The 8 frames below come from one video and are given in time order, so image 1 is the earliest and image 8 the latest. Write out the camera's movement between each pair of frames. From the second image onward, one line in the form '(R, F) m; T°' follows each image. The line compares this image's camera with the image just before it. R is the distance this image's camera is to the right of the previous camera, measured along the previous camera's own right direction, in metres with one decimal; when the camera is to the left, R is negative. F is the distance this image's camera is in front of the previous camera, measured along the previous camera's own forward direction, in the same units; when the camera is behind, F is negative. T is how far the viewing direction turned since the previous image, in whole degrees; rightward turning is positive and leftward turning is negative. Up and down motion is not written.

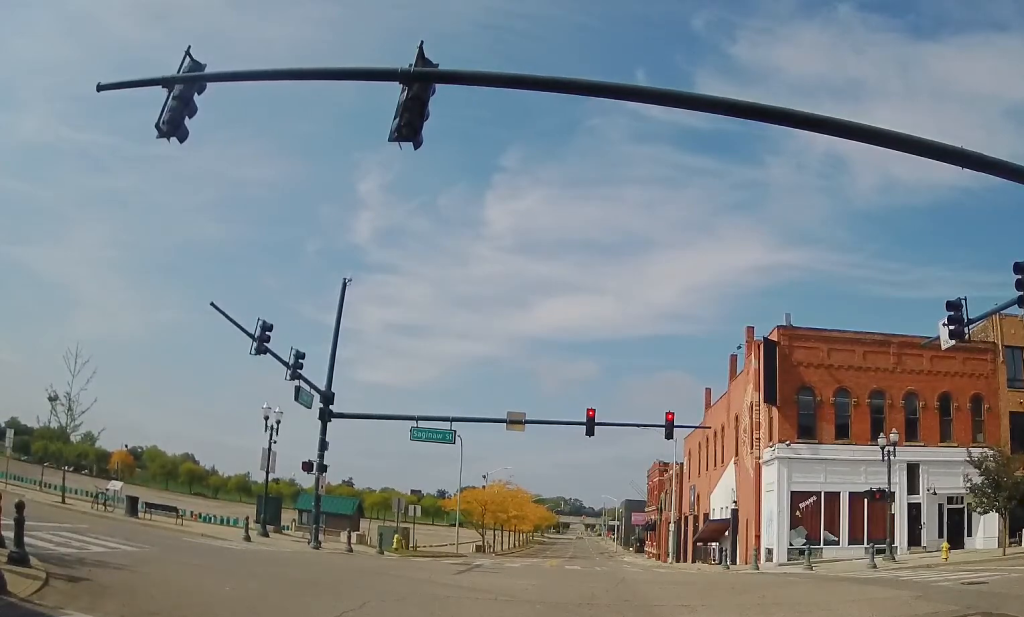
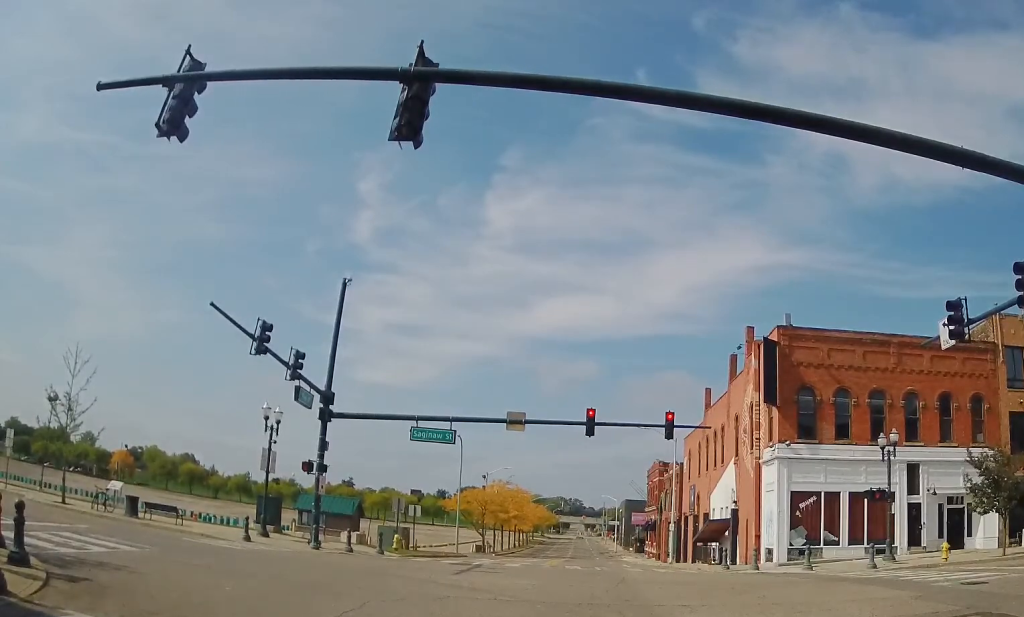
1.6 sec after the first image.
(0.0, 0.0) m; 0°
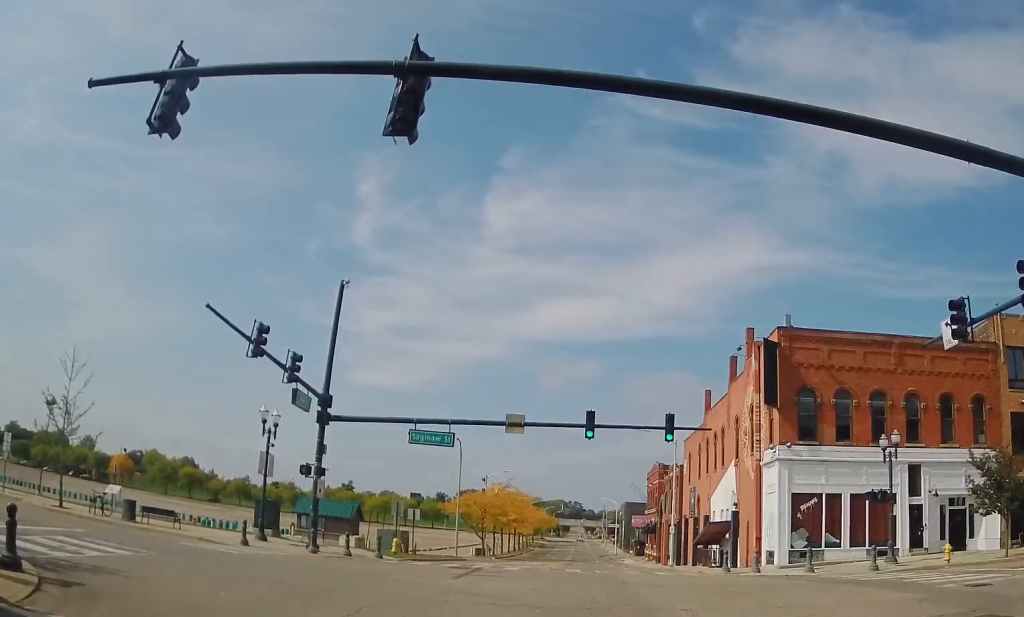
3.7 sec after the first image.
(0.0, 0.0) m; 0°
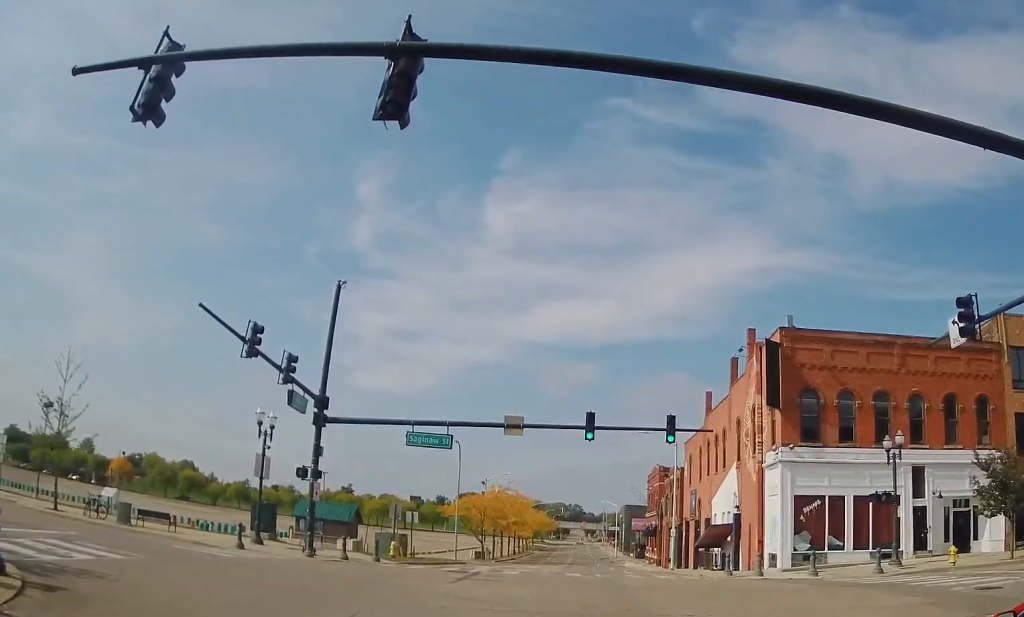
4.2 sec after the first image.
(0.0, 0.0) m; 0°
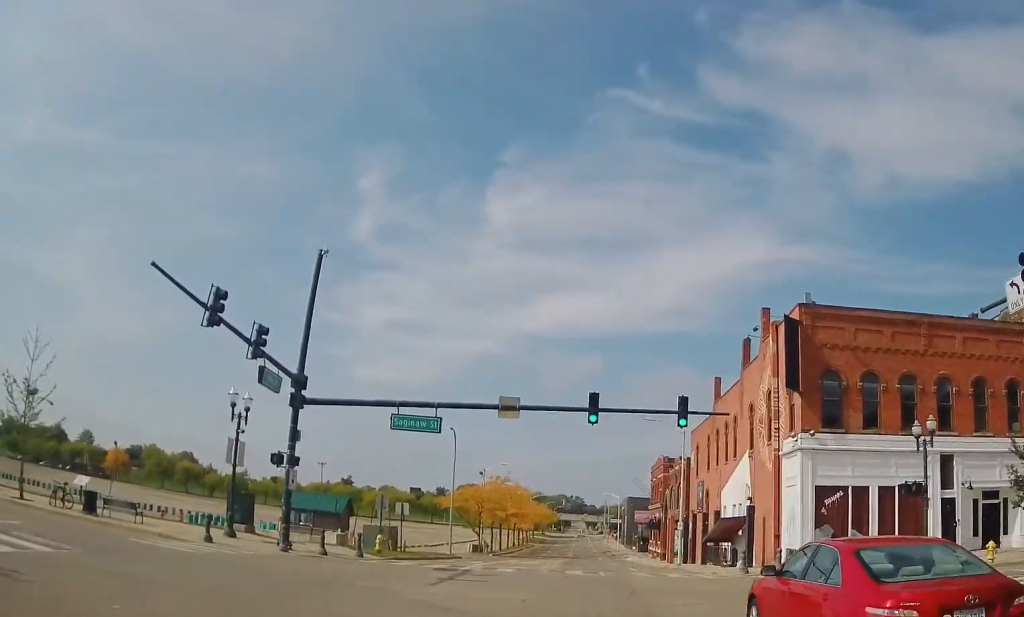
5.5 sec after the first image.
(+0.4, +2.0) m; +4°
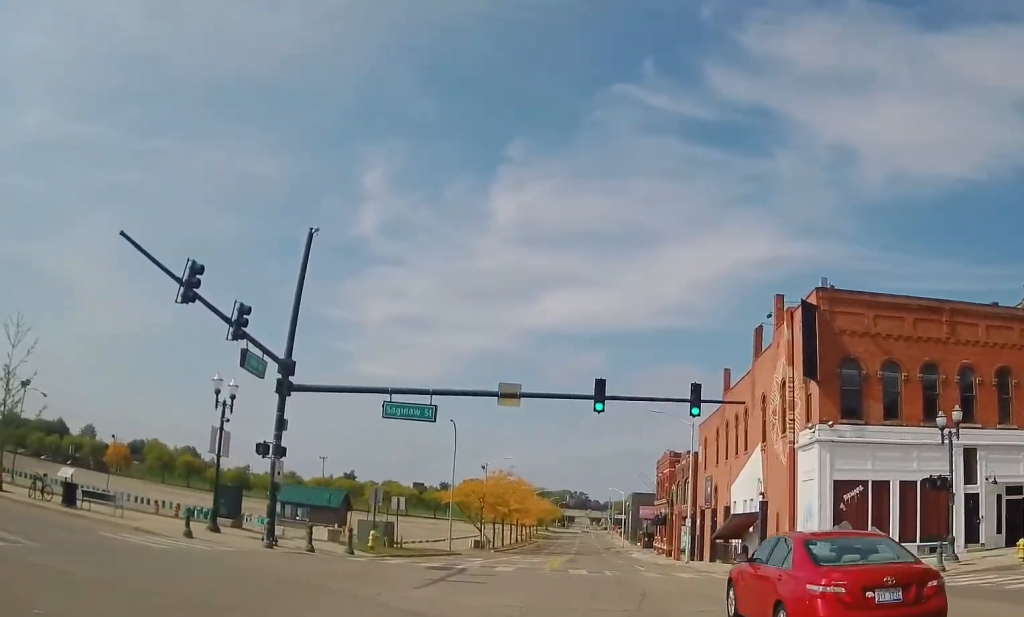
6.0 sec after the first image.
(-0.1, +1.6) m; -3°
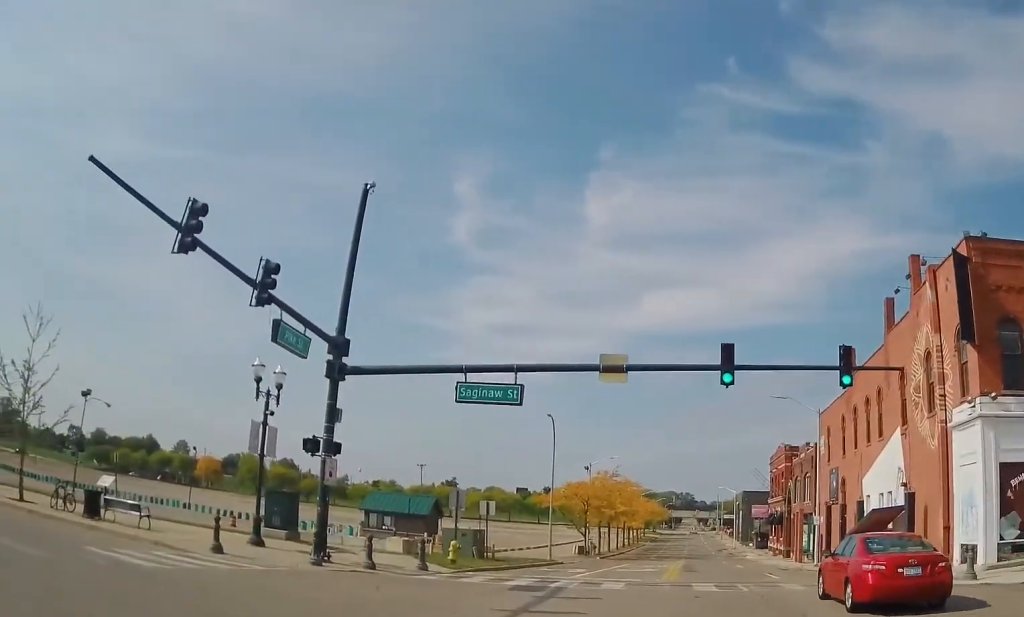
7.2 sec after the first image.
(-0.2, +4.1) m; -14°
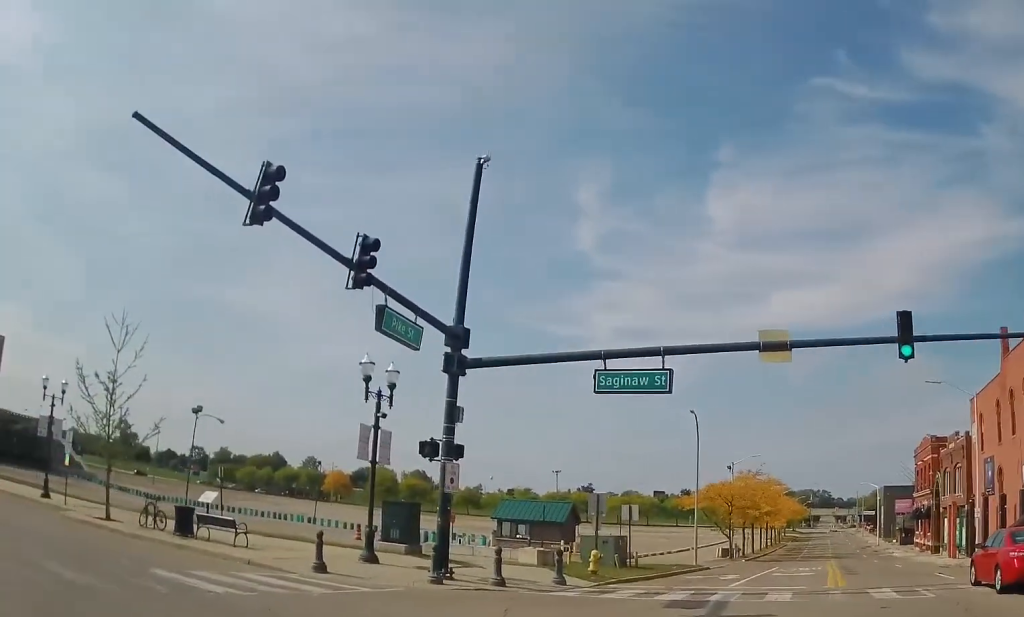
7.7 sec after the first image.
(-0.3, +2.2) m; -10°
